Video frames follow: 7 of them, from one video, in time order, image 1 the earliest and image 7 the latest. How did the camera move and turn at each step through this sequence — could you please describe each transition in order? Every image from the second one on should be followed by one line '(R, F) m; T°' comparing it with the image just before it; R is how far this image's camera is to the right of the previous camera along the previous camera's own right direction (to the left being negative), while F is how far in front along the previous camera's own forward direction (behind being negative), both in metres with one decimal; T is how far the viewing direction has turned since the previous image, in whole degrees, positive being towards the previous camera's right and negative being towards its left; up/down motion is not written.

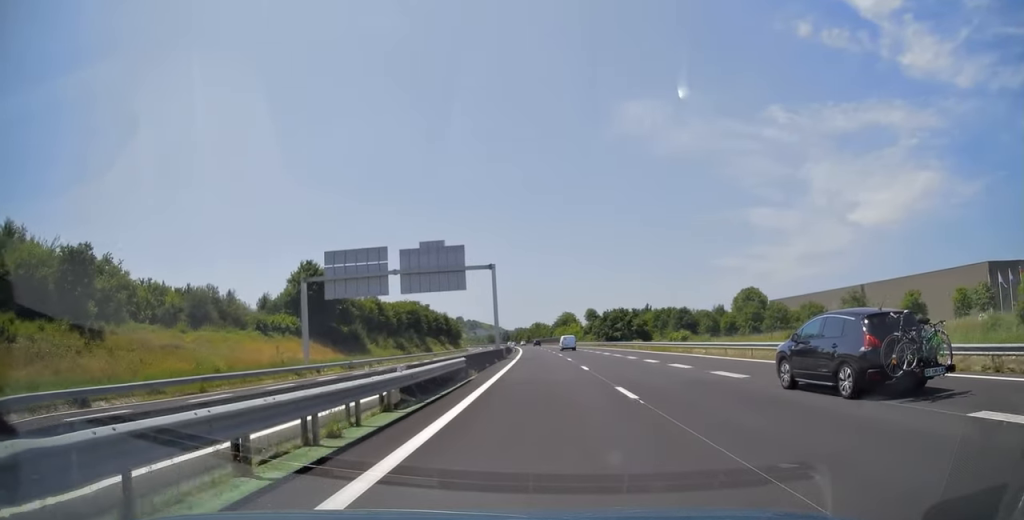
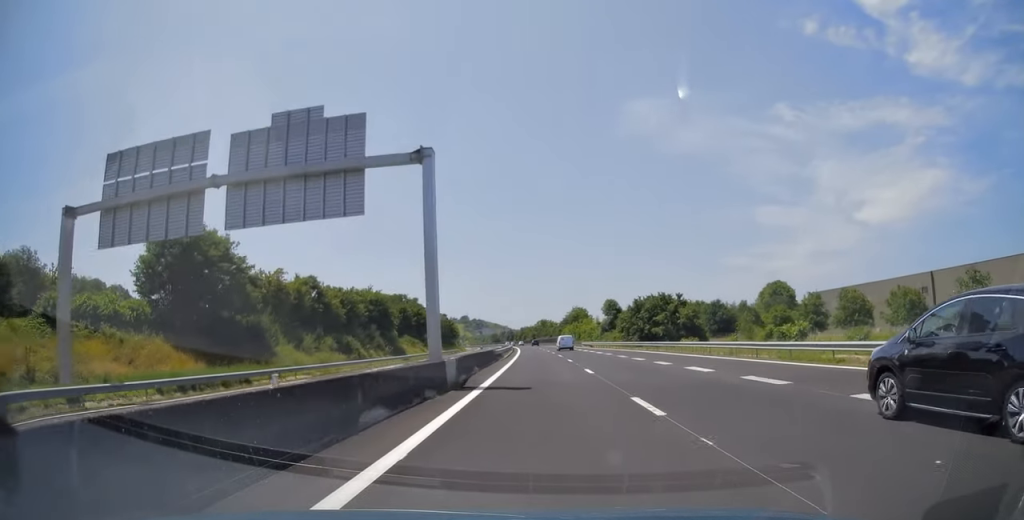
(0.0, +29.1) m; -1°
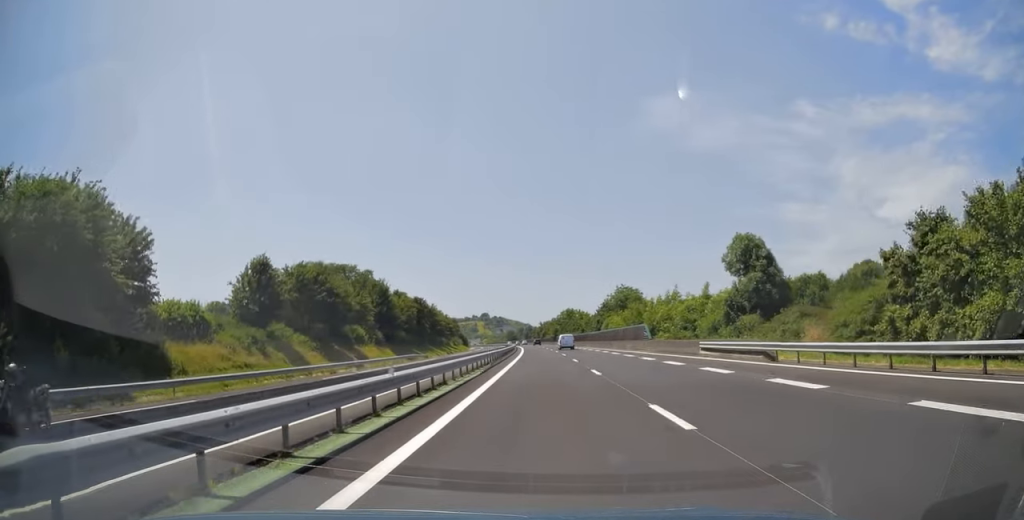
(-1.1, +66.7) m; -2°
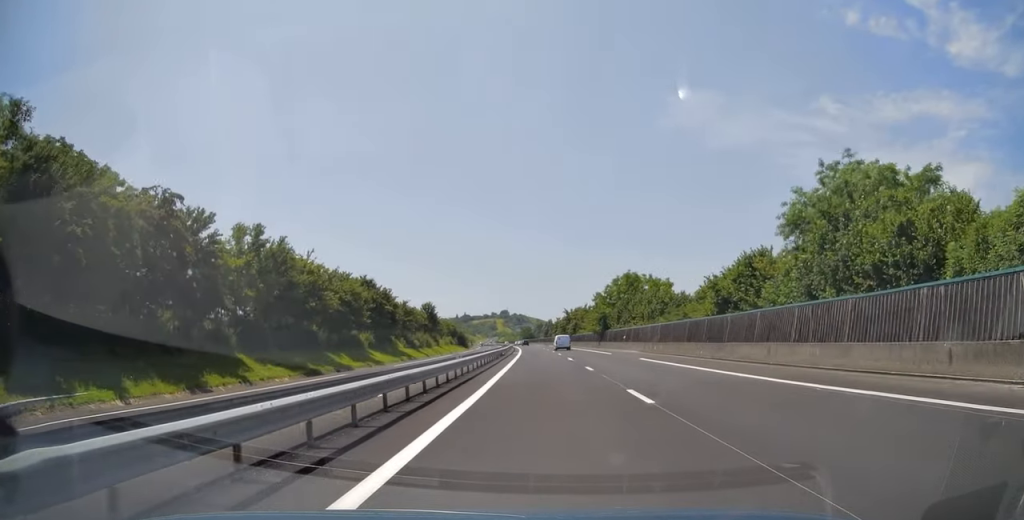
(-2.2, +87.5) m; -3°
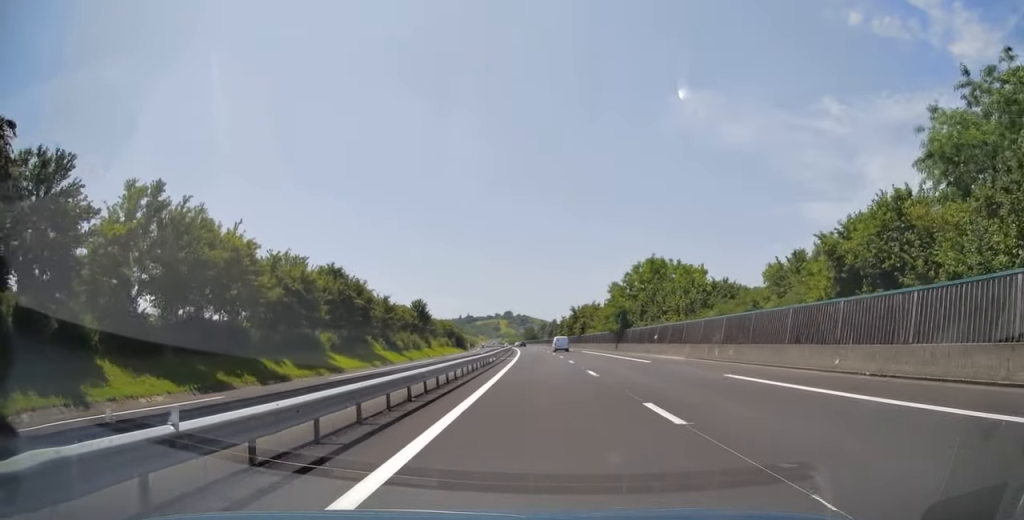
(0.0, +15.6) m; 0°
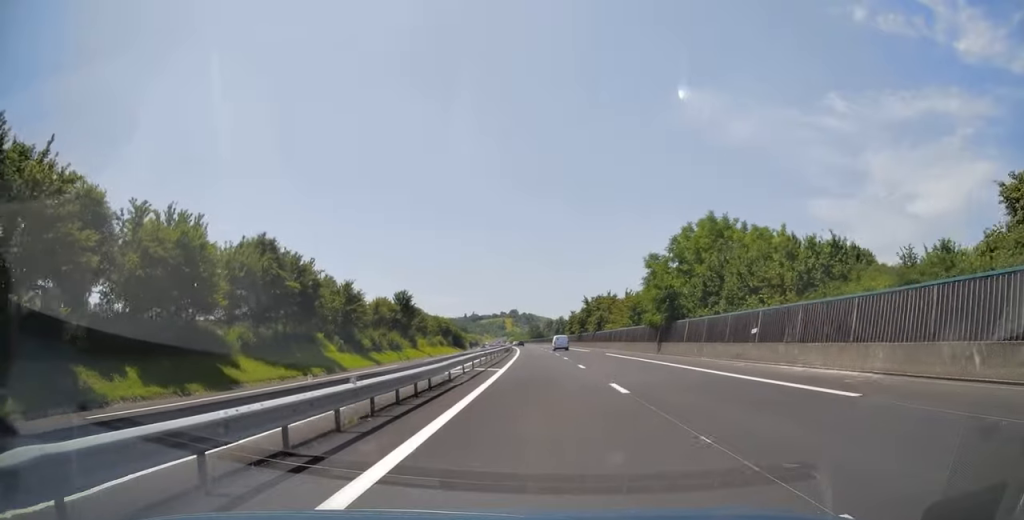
(0.0, +21.0) m; 0°
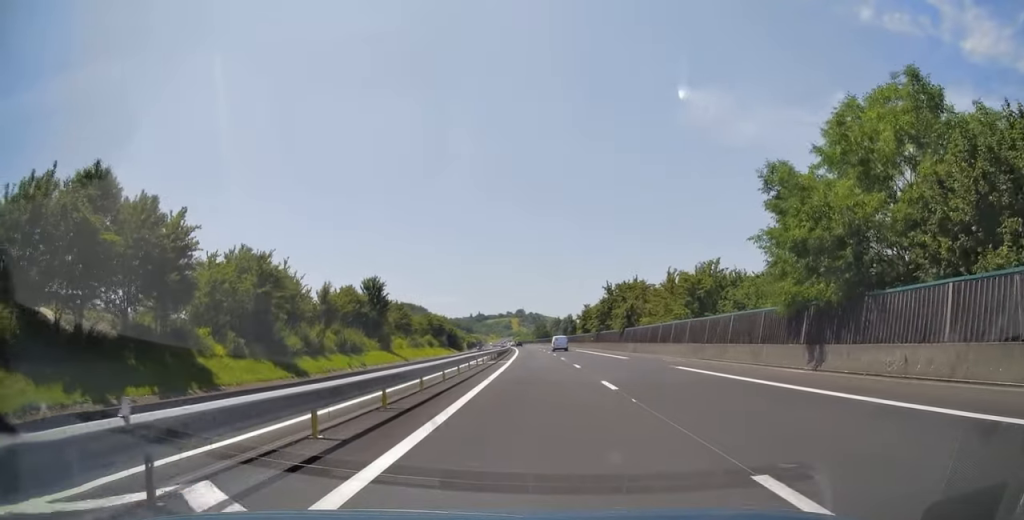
(-0.1, +24.7) m; 0°
